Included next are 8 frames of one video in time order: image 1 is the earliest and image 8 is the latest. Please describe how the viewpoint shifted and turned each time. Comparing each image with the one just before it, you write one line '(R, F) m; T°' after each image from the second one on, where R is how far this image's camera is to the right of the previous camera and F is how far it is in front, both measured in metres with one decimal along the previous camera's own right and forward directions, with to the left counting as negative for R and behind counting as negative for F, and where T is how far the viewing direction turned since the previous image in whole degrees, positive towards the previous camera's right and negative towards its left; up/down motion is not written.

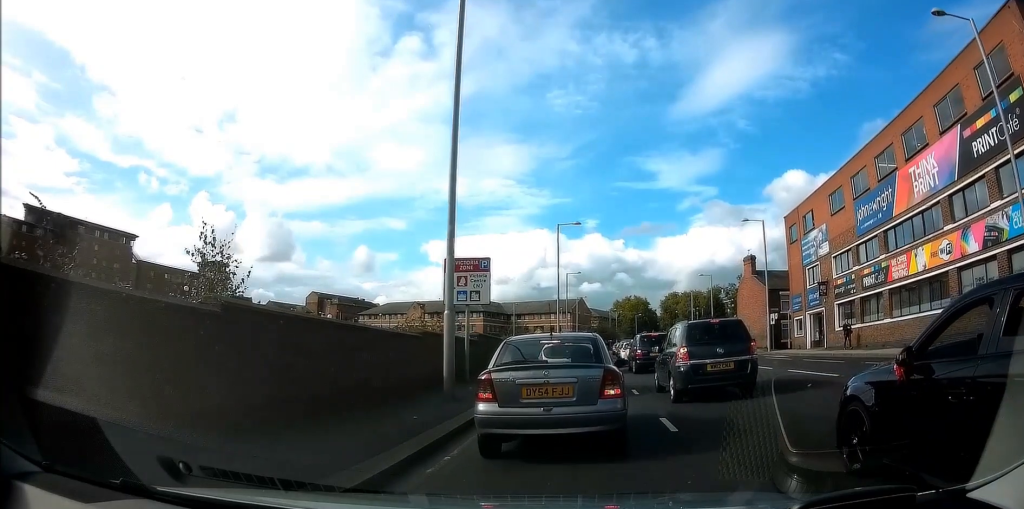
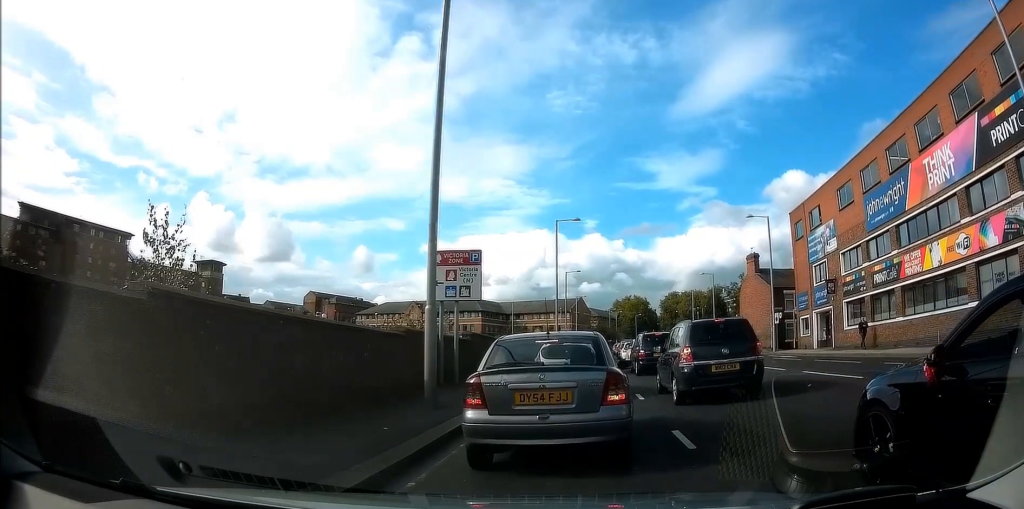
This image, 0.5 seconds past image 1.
(-0.1, +1.3) m; +2°
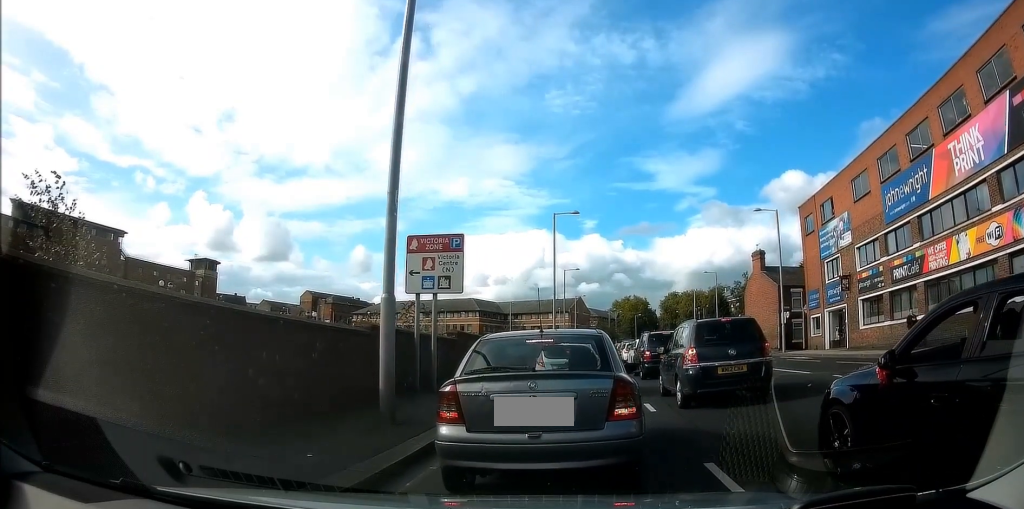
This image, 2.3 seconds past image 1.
(-0.1, +2.3) m; 0°
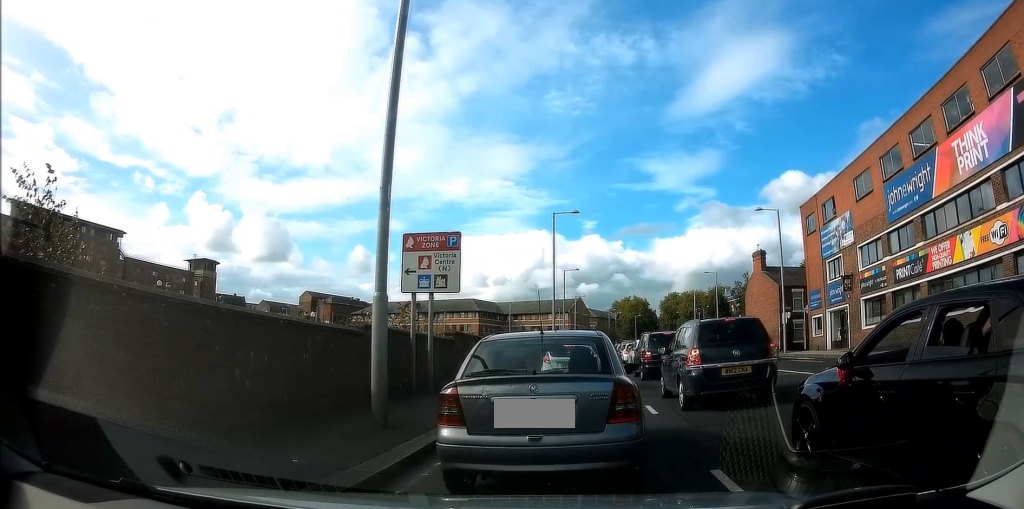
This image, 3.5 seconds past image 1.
(+0.3, +0.5) m; 0°
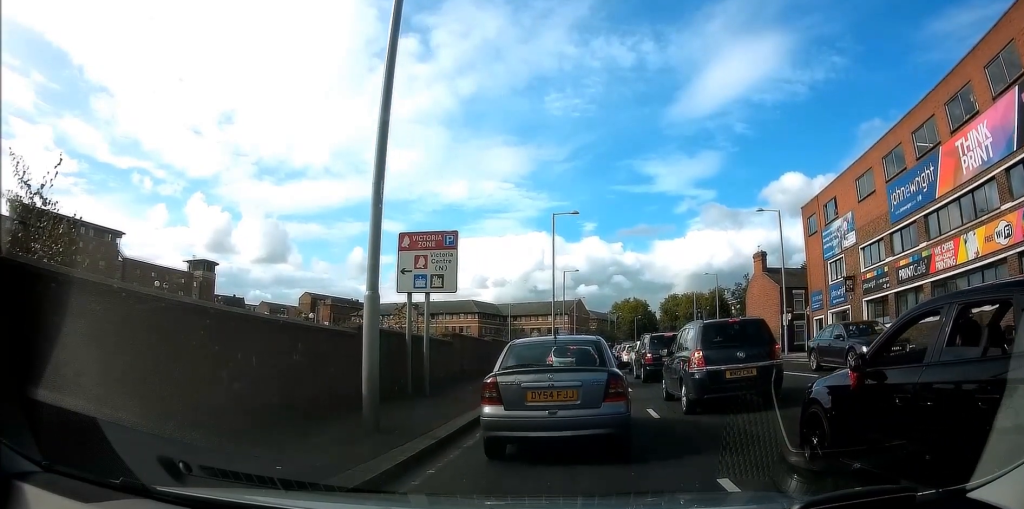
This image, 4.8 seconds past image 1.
(+0.1, +1.0) m; 0°
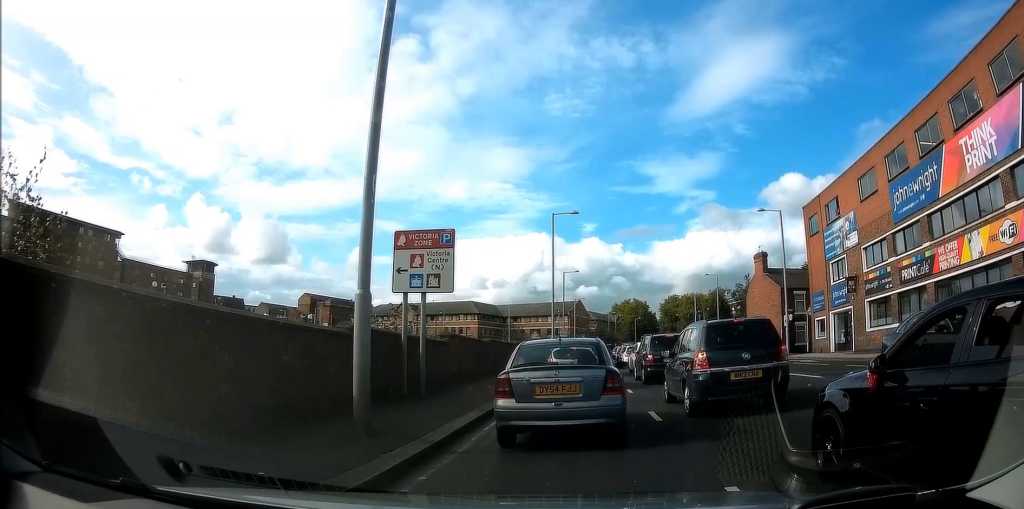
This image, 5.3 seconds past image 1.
(0.0, +0.5) m; 0°
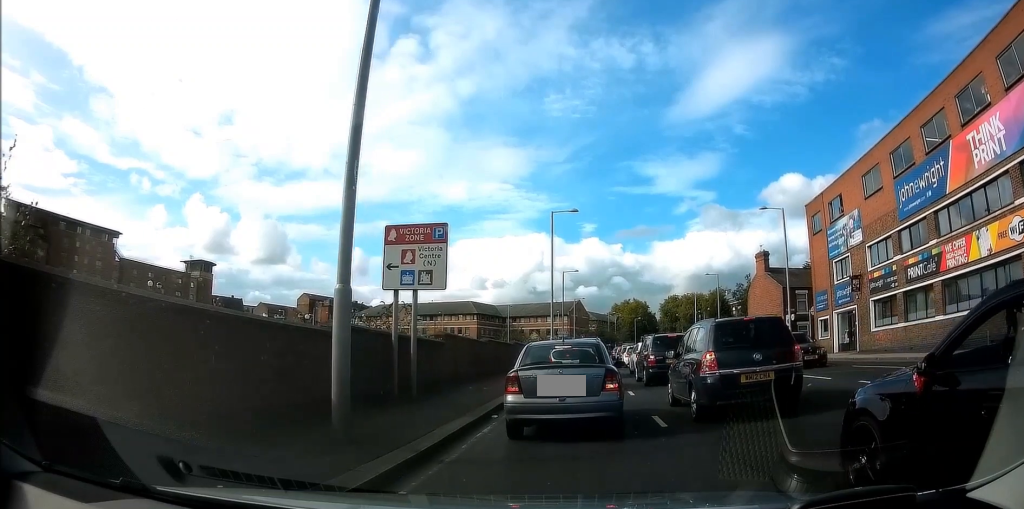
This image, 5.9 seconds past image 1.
(-0.1, +0.8) m; +1°
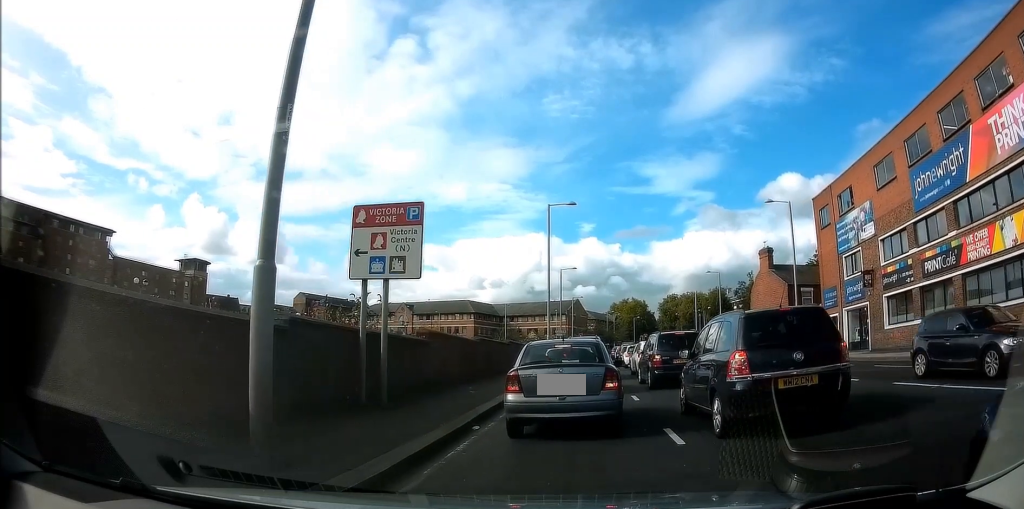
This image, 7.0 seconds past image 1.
(+0.1, +1.7) m; +4°
